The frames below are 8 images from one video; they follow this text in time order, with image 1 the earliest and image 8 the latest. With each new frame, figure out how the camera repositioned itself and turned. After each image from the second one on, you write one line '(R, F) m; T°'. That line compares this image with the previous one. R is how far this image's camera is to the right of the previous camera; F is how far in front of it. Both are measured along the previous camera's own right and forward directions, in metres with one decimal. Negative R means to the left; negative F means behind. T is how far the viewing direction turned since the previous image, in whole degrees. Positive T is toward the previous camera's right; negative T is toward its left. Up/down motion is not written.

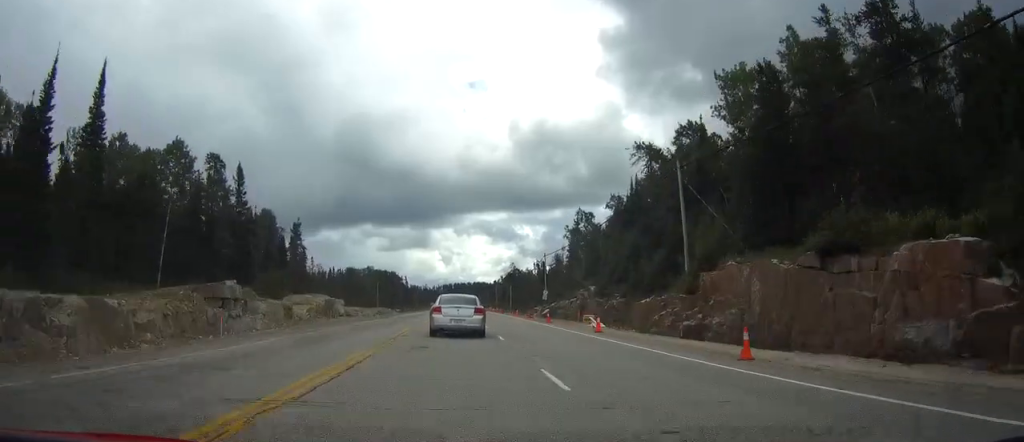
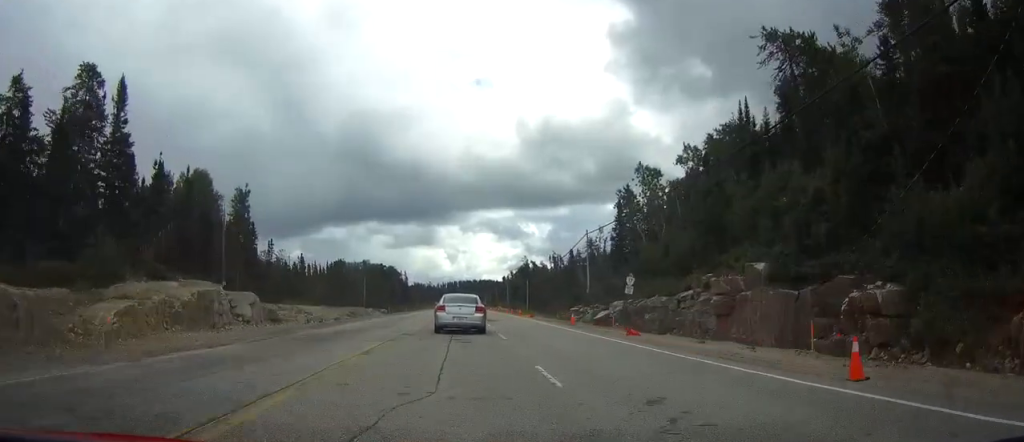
(-0.1, +36.1) m; 0°
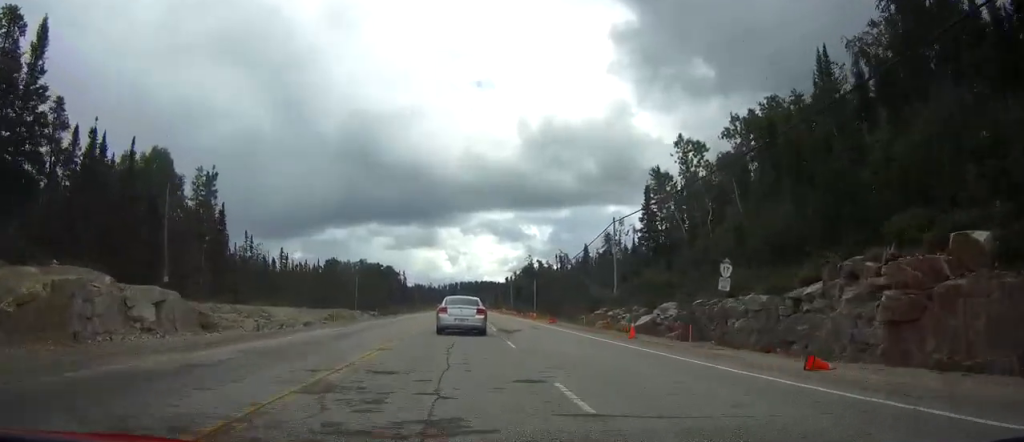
(0.0, +14.4) m; 0°
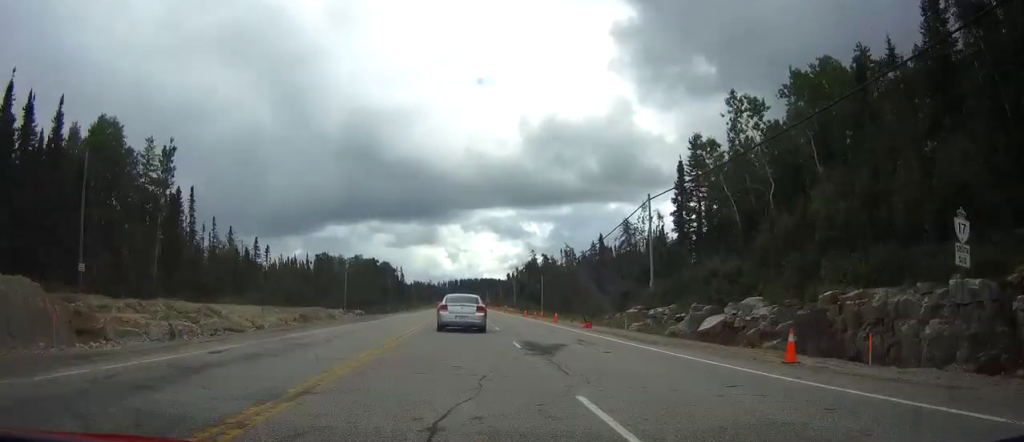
(0.0, +13.4) m; 0°
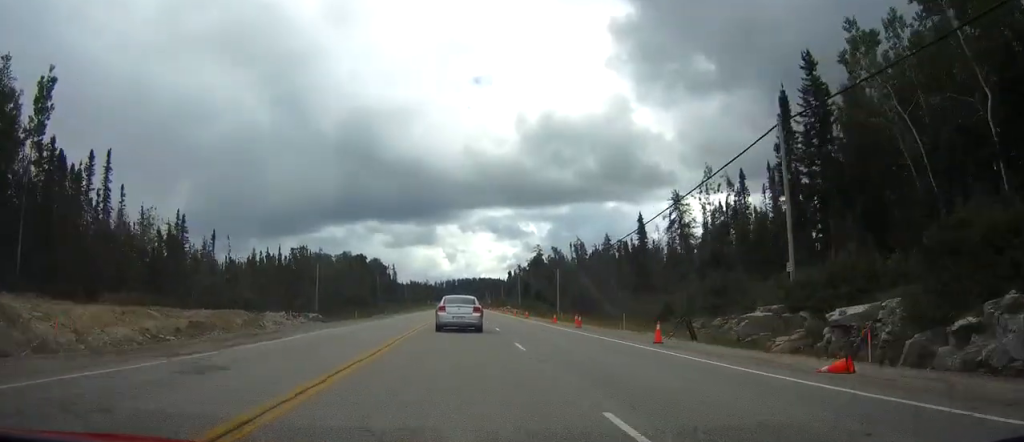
(0.0, +25.1) m; 0°
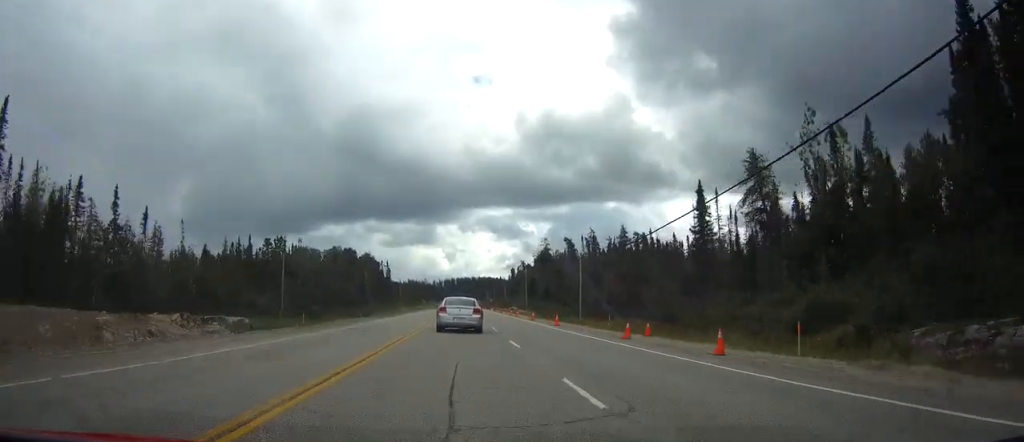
(+0.1, +21.5) m; 0°
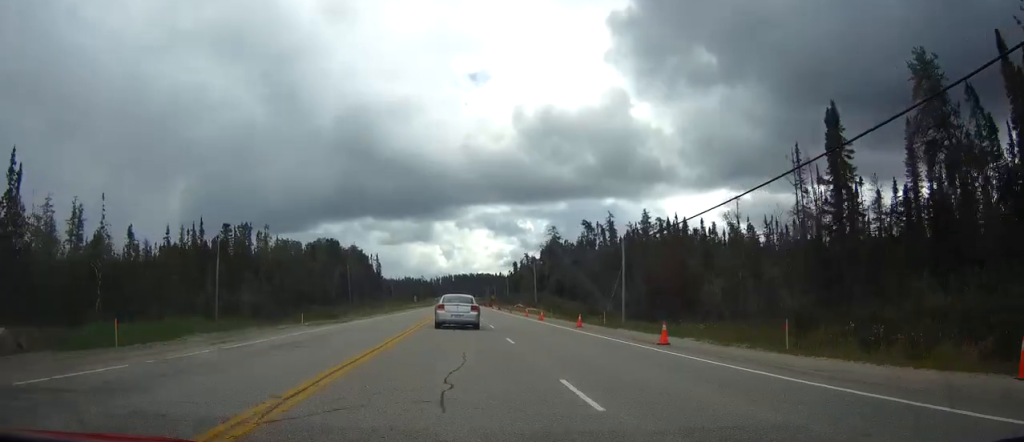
(+0.1, +24.6) m; 0°
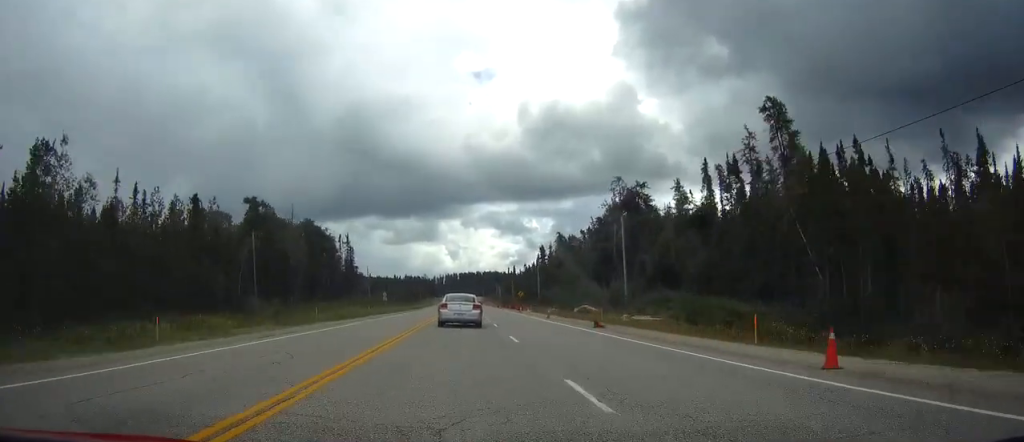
(-0.2, +72.1) m; 0°
